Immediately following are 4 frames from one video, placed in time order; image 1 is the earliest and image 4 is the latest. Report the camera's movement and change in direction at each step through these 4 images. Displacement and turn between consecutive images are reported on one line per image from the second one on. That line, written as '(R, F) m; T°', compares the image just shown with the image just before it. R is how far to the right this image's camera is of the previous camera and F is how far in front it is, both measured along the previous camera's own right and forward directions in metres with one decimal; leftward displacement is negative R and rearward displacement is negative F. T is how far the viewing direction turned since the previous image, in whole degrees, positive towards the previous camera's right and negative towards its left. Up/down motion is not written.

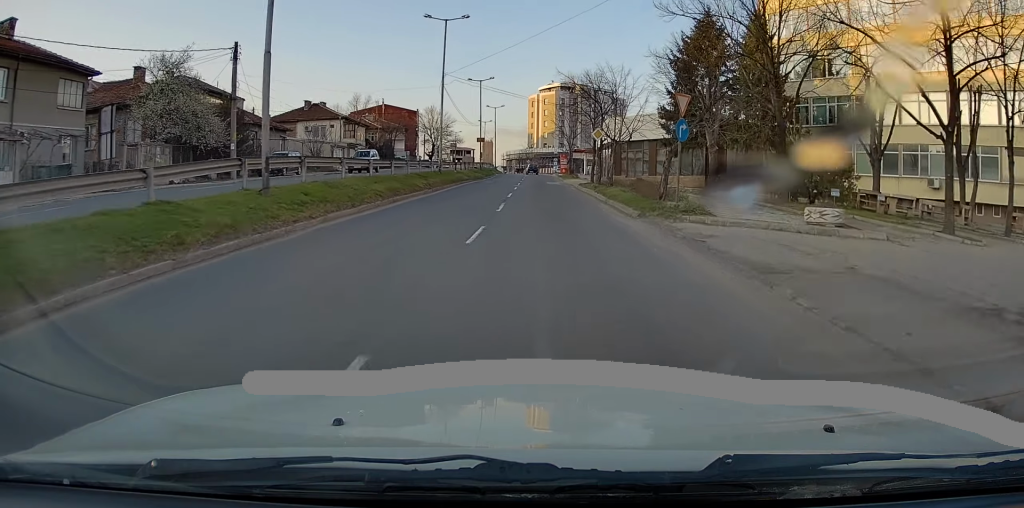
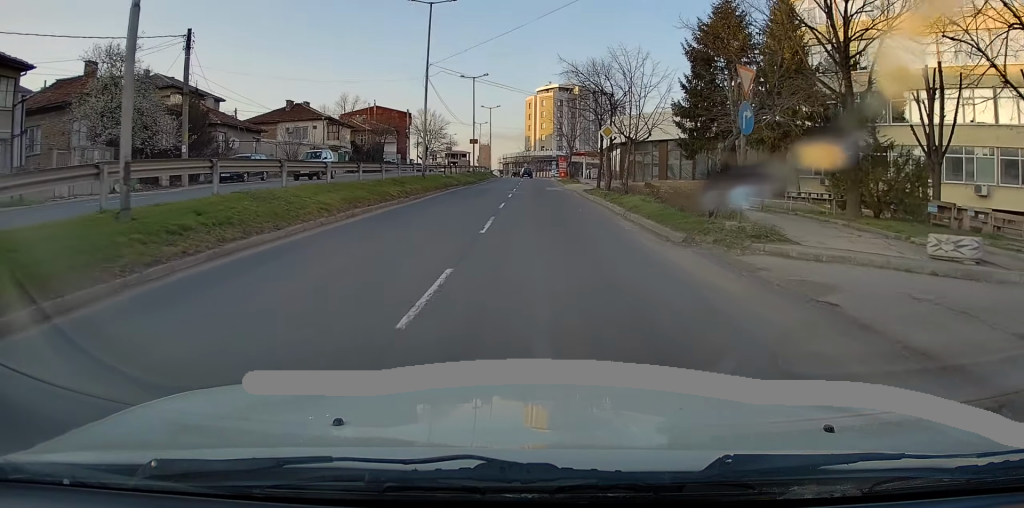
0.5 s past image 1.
(-0.1, +4.9) m; 0°
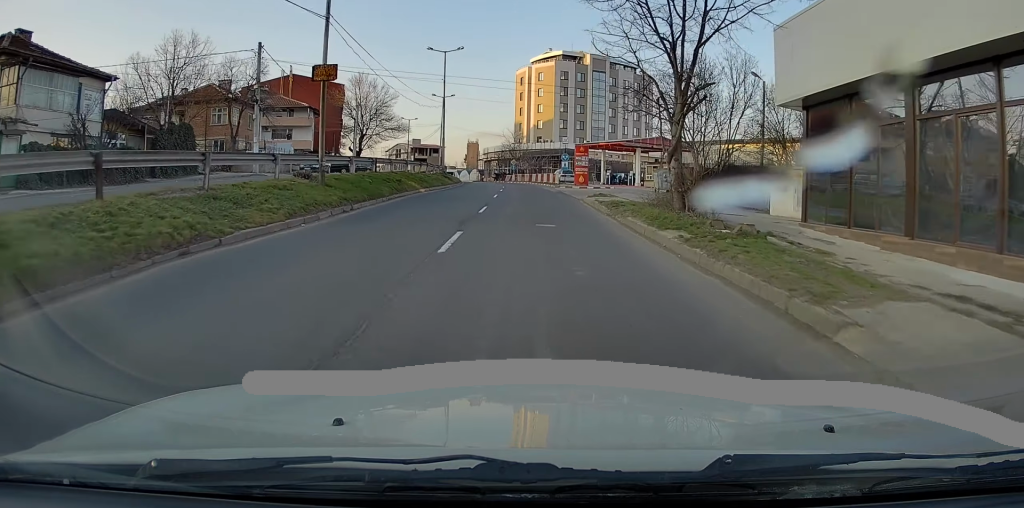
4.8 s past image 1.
(+0.7, +44.2) m; 0°
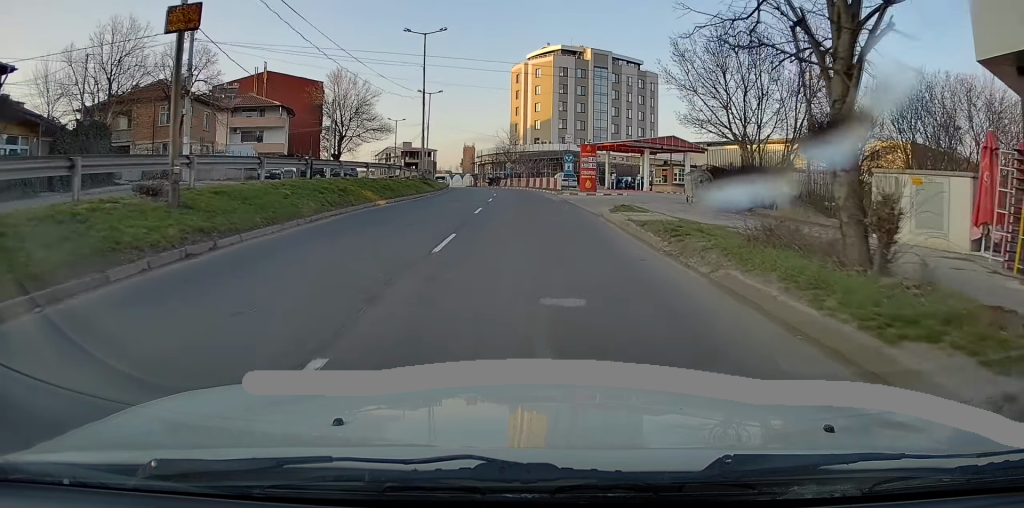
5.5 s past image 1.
(-0.1, +7.9) m; 0°
